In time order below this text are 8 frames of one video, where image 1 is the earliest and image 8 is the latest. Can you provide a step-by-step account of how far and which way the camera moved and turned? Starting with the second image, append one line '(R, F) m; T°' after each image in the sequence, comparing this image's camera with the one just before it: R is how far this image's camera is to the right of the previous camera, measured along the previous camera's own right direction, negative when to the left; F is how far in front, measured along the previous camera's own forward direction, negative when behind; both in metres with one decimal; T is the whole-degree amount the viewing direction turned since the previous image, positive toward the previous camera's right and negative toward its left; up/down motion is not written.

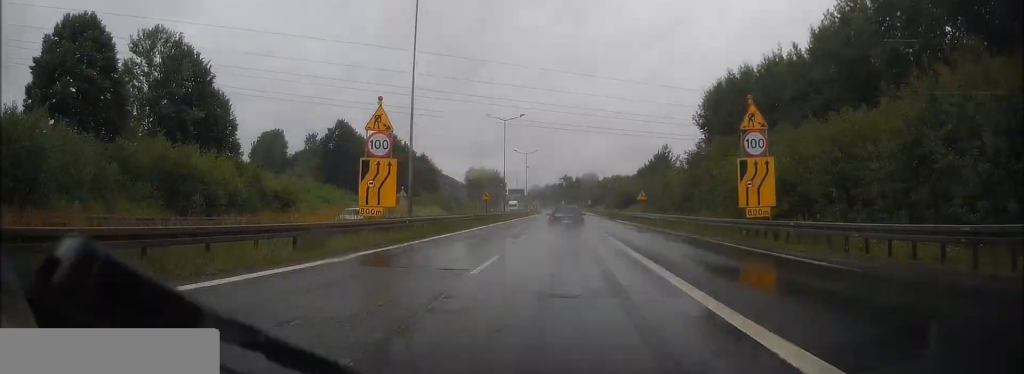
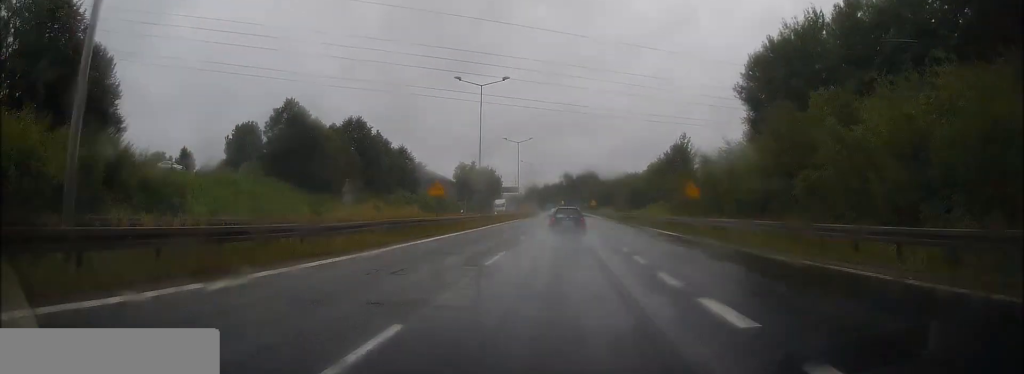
(0.0, +21.6) m; 0°
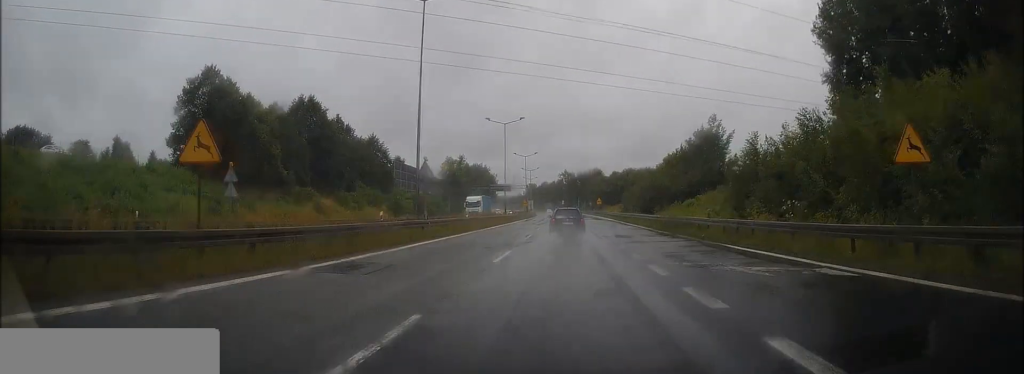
(-0.1, +21.9) m; 0°
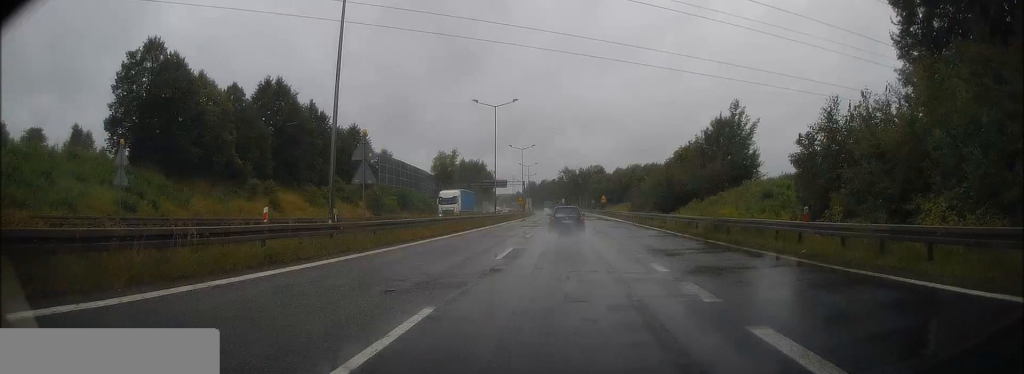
(0.0, +11.5) m; 0°
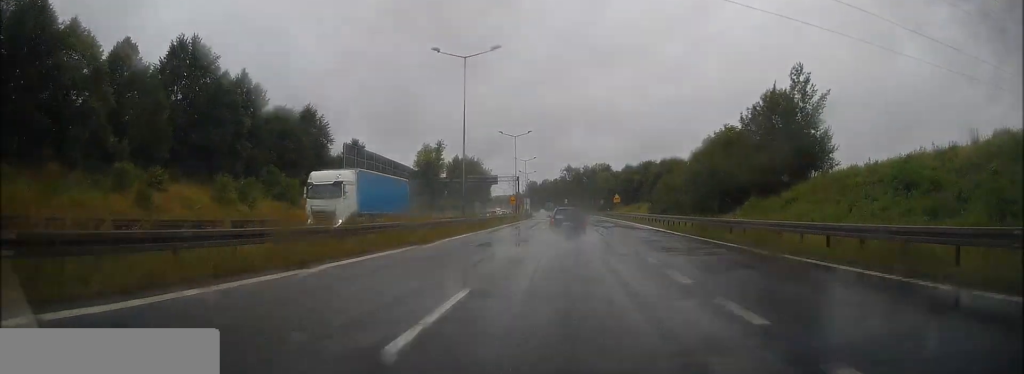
(0.0, +21.6) m; 0°
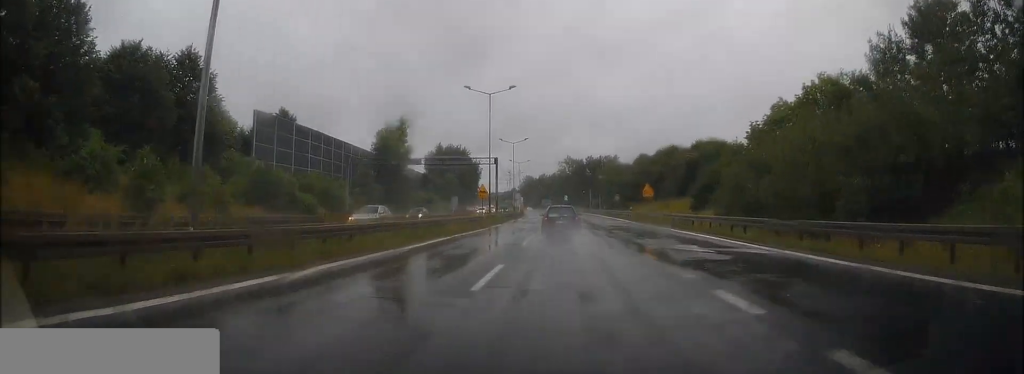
(-0.2, +31.3) m; 0°
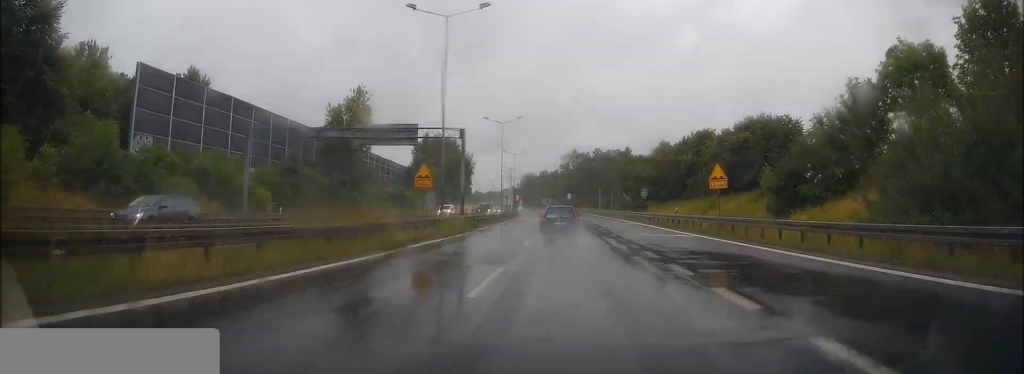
(0.0, +23.7) m; 0°
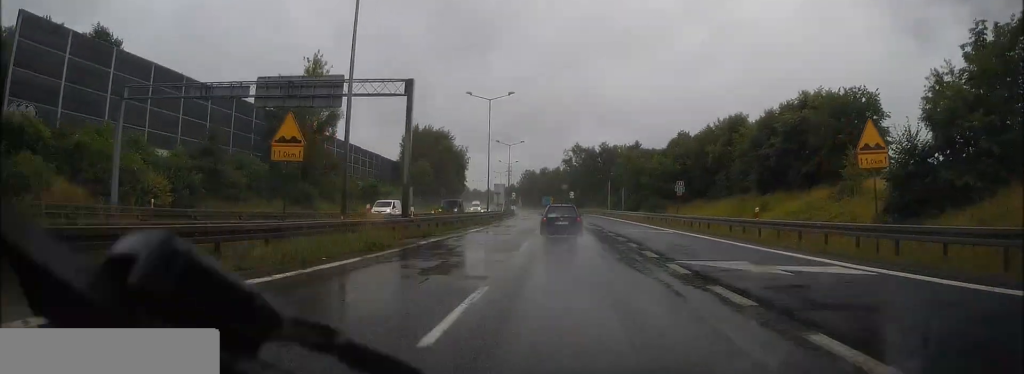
(0.0, +15.7) m; 0°
